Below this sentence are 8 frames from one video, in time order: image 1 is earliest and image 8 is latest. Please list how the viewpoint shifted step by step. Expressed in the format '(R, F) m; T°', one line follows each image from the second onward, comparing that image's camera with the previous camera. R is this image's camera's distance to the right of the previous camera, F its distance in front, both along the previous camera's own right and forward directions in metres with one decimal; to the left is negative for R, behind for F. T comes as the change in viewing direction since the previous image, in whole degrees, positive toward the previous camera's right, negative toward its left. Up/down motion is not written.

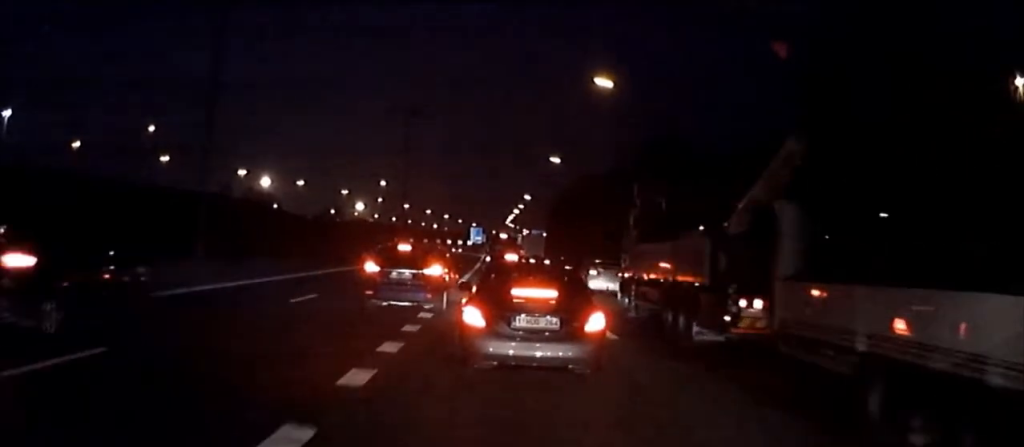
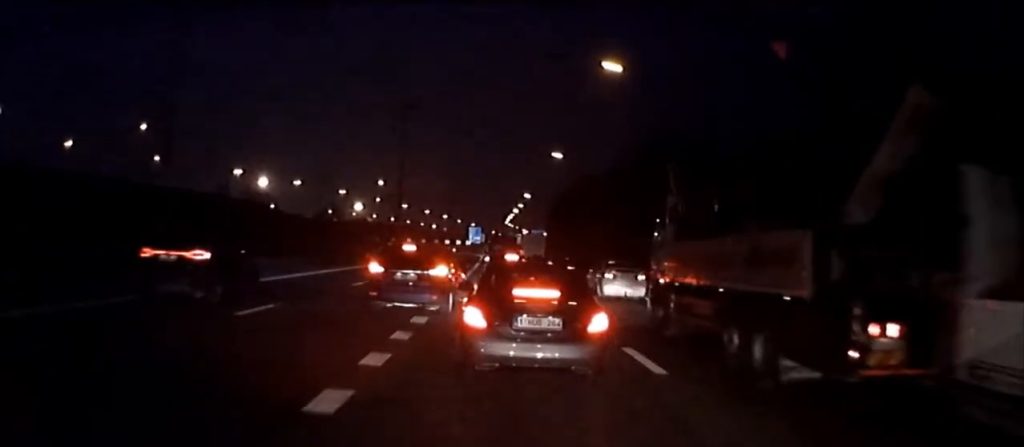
(0.0, +3.3) m; 0°
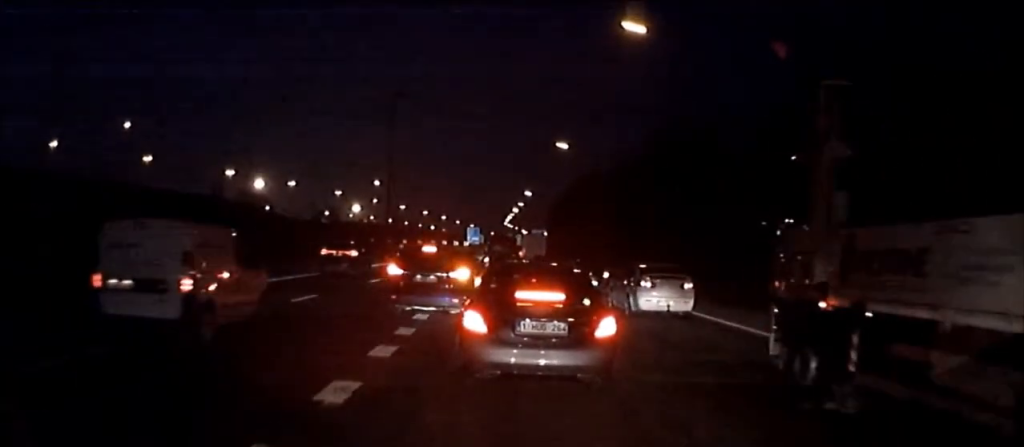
(-0.1, +8.0) m; -1°
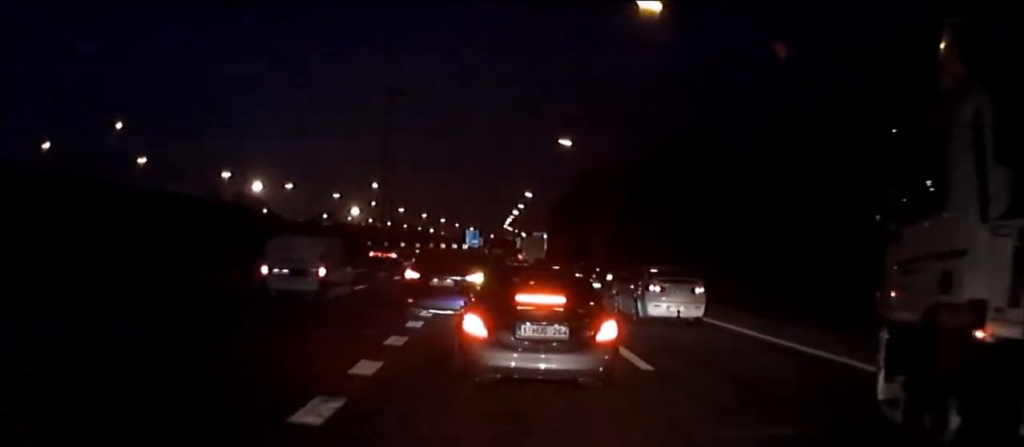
(0.0, +3.5) m; 0°
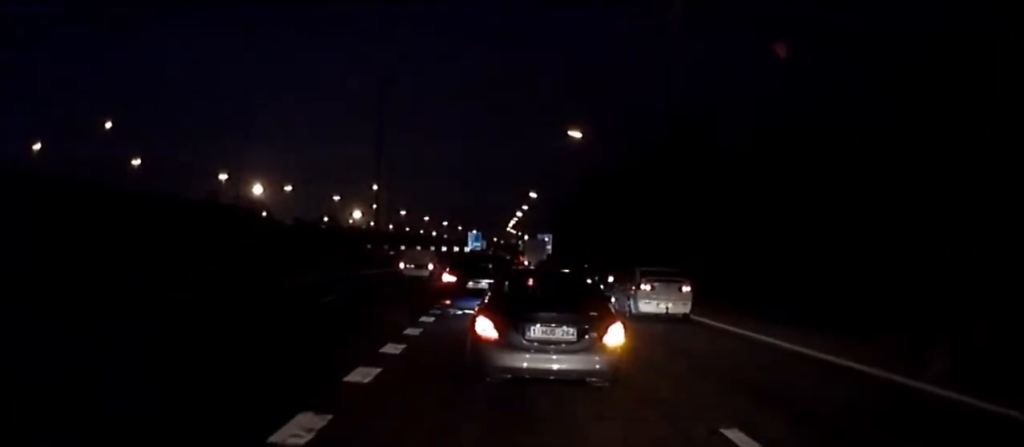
(0.0, +6.8) m; +1°
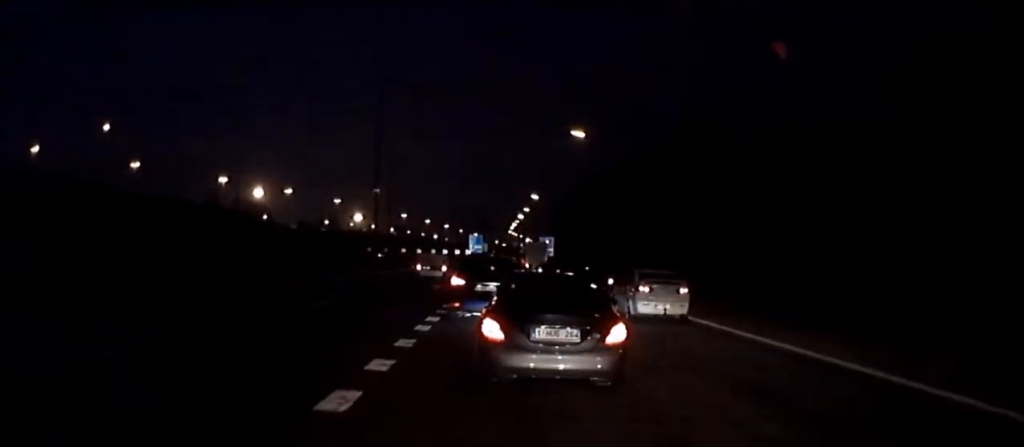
(0.0, +1.8) m; 0°
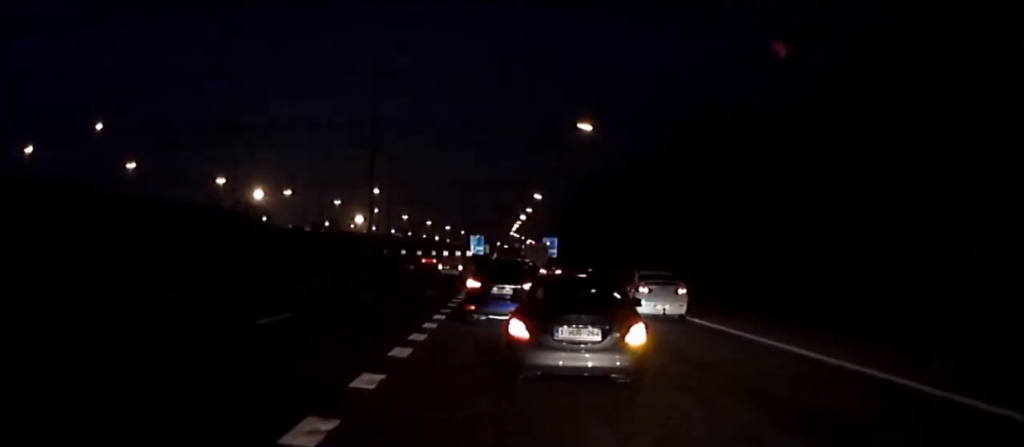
(-0.1, +4.1) m; -1°
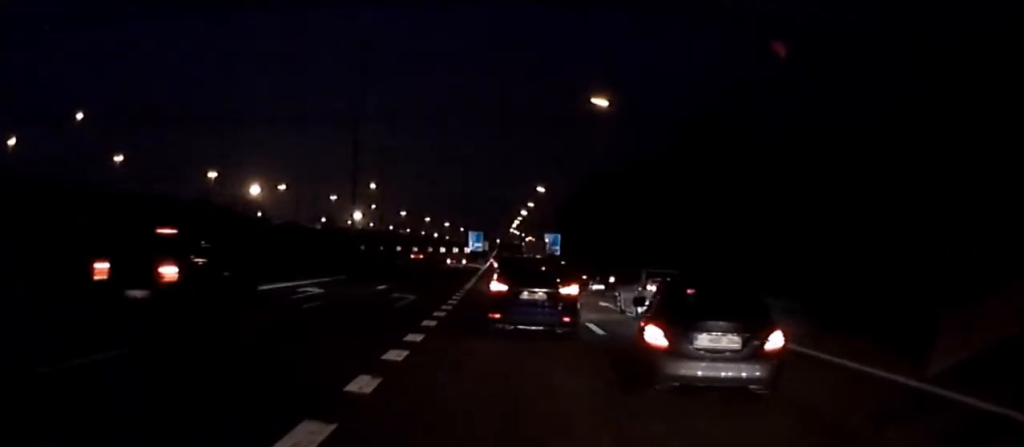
(-0.1, +8.3) m; +1°
